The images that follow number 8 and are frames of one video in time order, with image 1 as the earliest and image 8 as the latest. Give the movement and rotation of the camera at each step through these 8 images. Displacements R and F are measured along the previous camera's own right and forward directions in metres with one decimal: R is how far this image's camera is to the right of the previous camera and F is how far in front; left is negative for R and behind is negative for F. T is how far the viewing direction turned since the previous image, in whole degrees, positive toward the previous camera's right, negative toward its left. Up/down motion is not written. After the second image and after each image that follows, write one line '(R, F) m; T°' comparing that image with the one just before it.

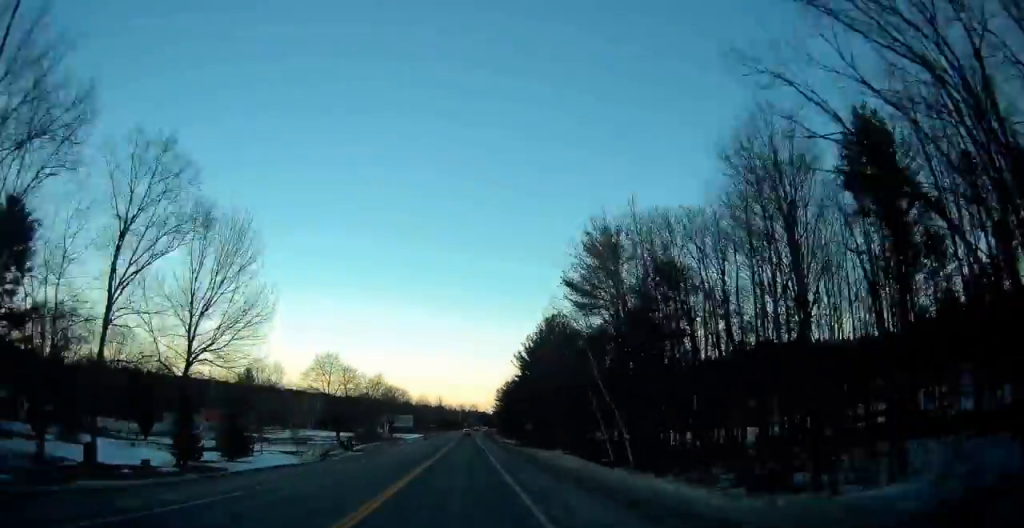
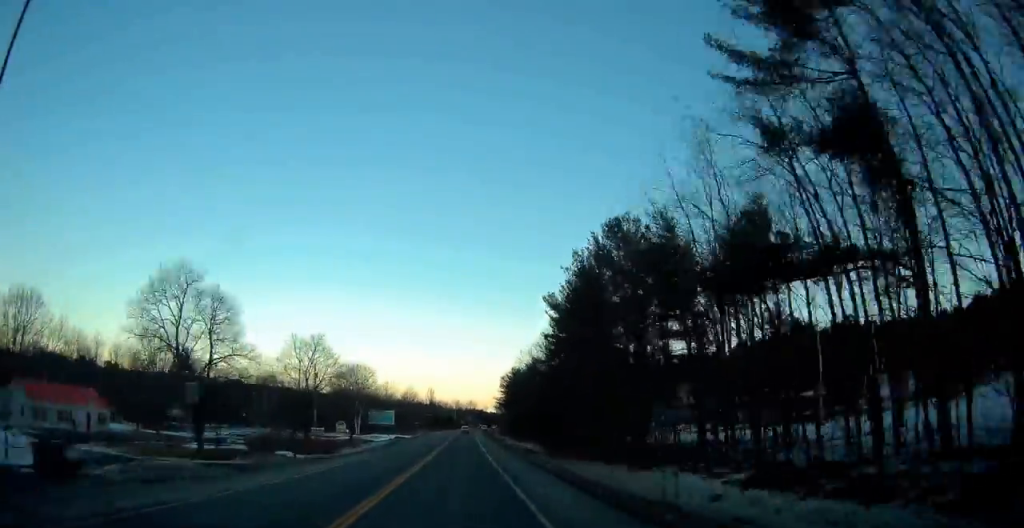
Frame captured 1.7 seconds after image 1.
(0.0, +43.5) m; 0°
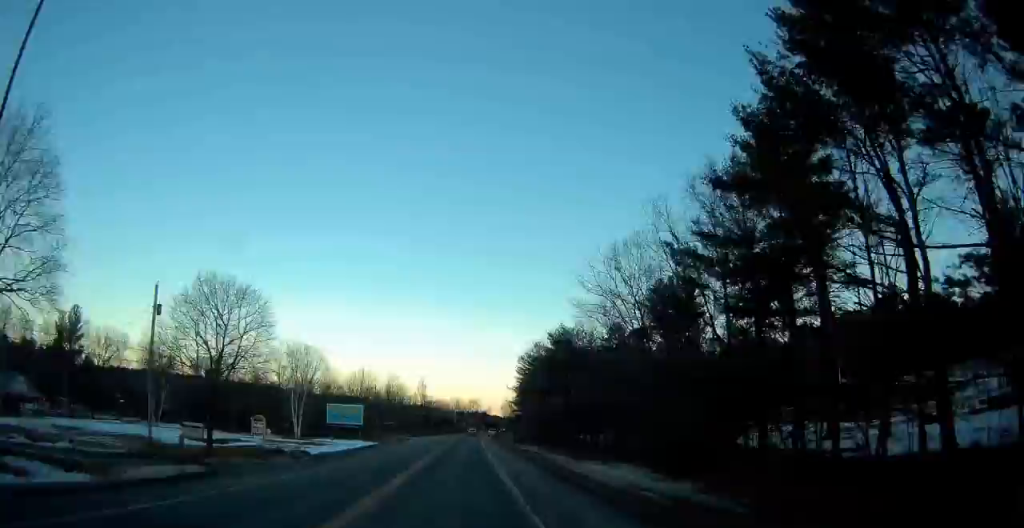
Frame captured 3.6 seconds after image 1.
(+0.2, +50.6) m; 0°
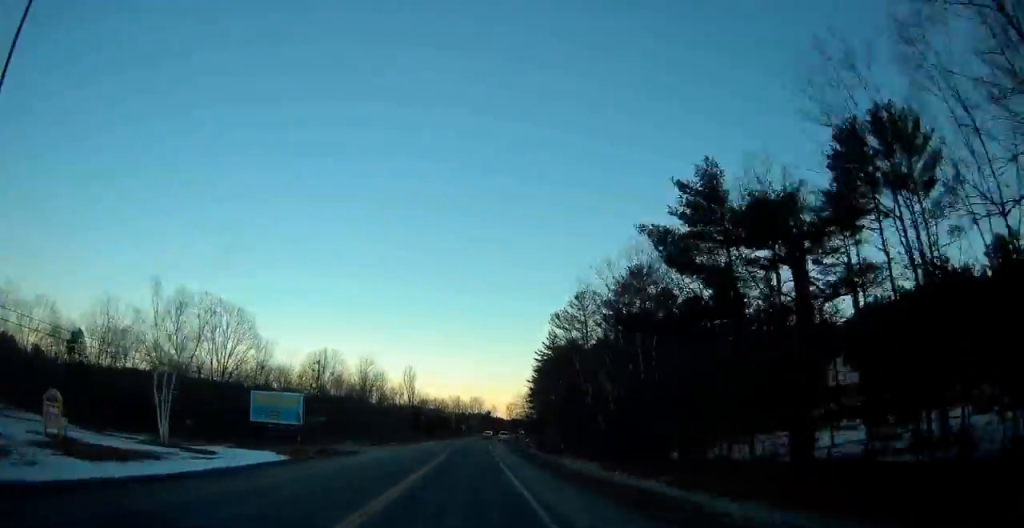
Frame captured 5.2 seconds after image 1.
(-0.4, +42.0) m; 0°
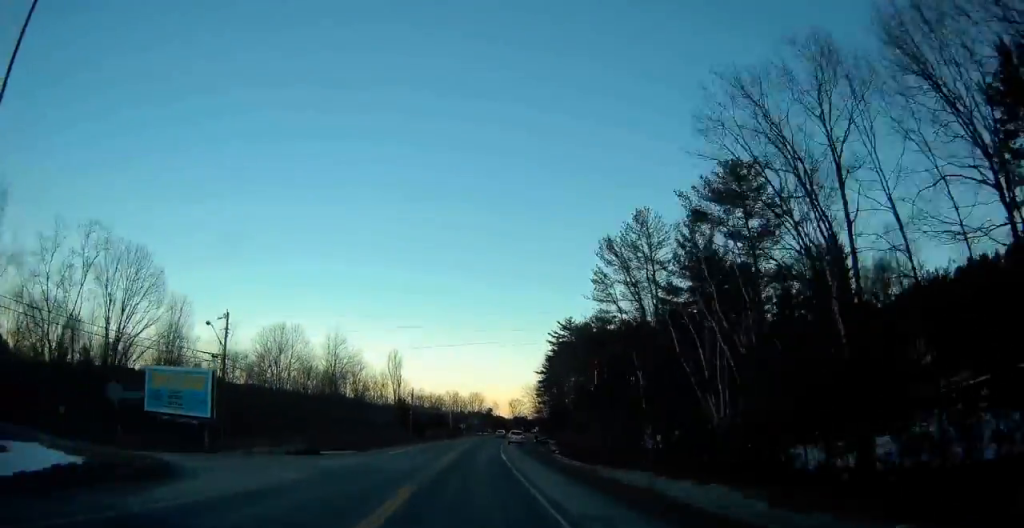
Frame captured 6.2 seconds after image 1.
(+0.1, +26.3) m; +1°
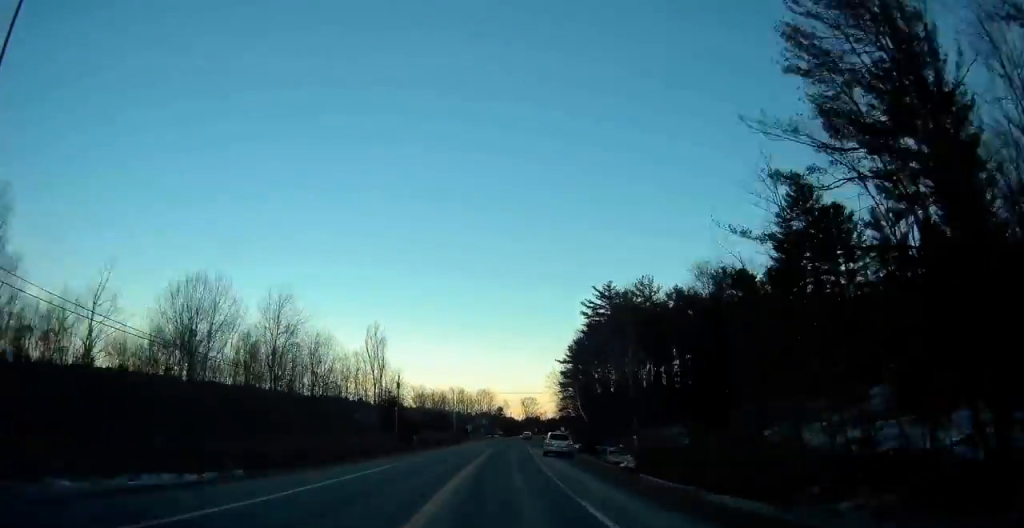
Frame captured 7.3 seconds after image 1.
(-0.1, +29.9) m; +1°
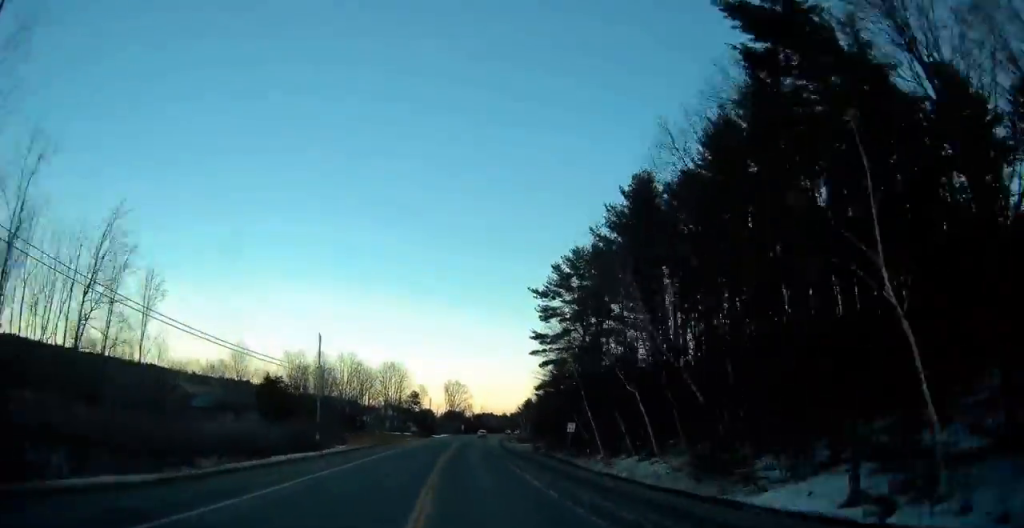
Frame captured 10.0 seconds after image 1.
(+3.1, +70.3) m; +6°
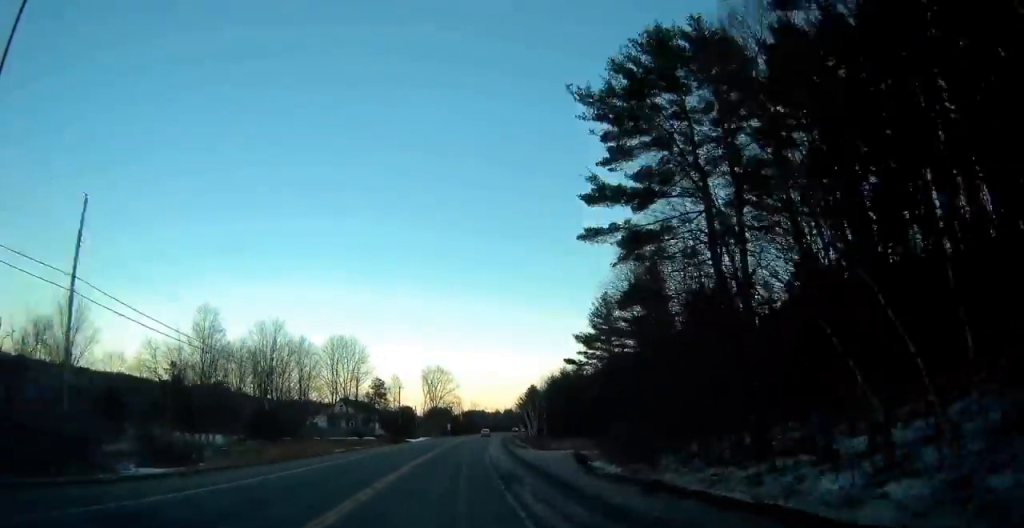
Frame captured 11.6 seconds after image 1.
(+1.8, +42.3) m; +2°
